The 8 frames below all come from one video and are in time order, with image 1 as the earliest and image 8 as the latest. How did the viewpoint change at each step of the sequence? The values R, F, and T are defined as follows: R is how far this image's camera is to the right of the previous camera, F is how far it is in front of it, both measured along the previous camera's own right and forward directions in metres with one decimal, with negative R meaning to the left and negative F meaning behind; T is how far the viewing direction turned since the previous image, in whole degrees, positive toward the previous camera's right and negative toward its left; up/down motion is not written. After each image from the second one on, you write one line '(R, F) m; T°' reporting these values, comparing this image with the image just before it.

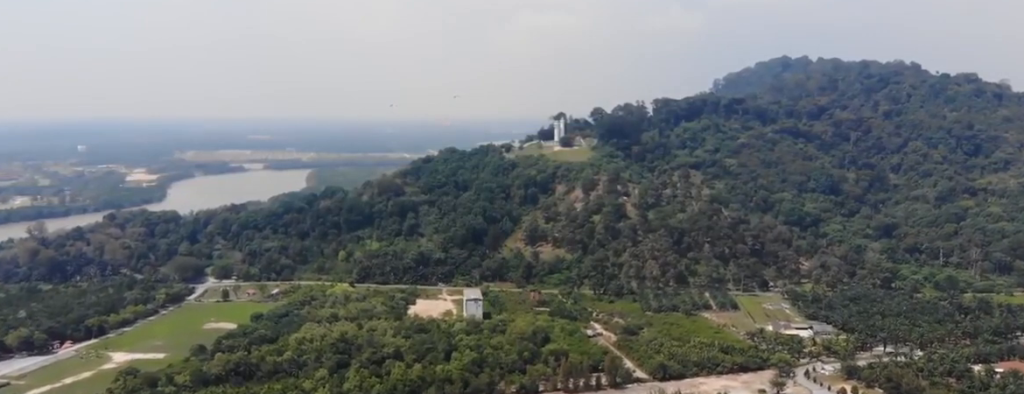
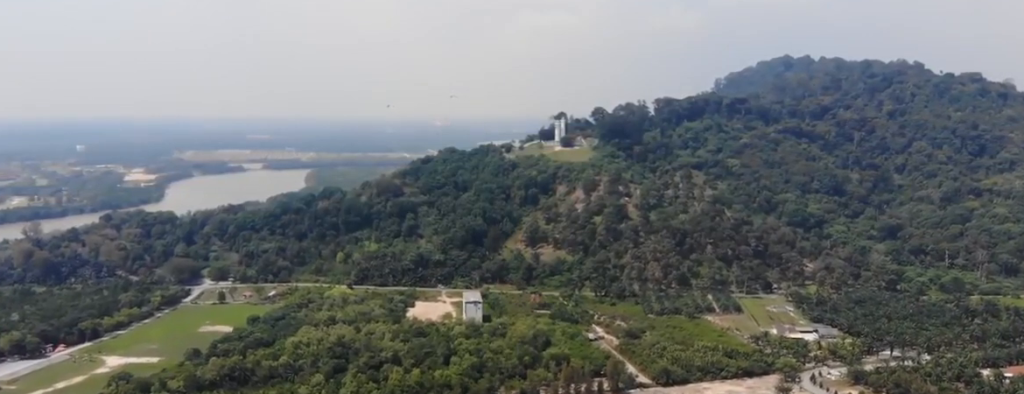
(-0.1, +9.7) m; 0°
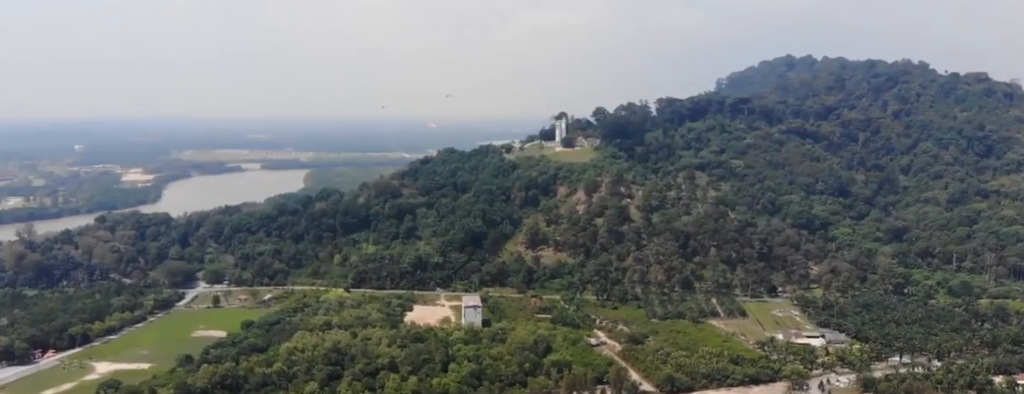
(0.0, +13.6) m; 0°
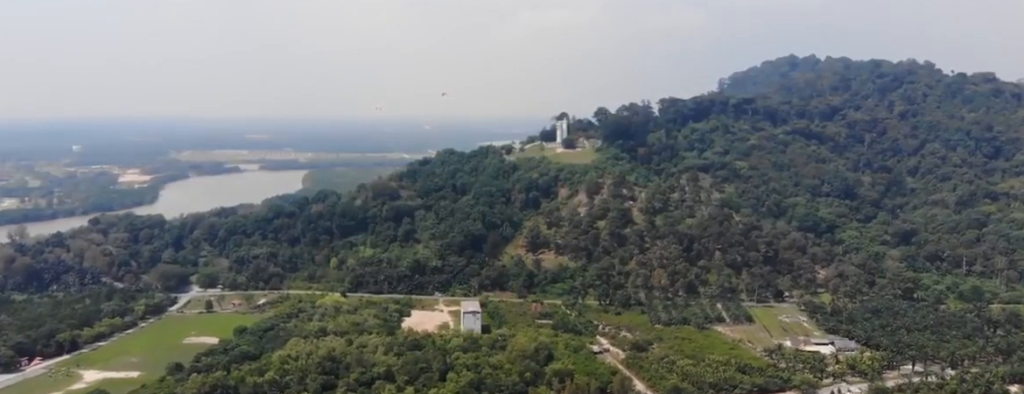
(0.0, +16.4) m; 0°
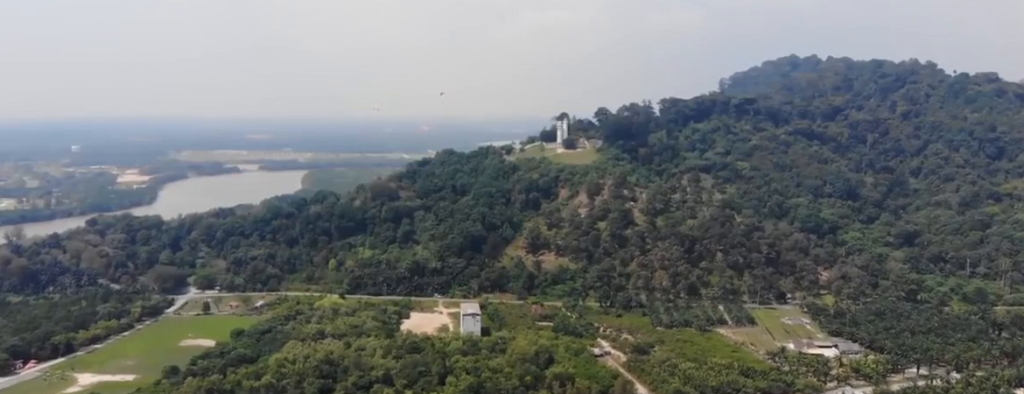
(0.0, +6.3) m; 0°
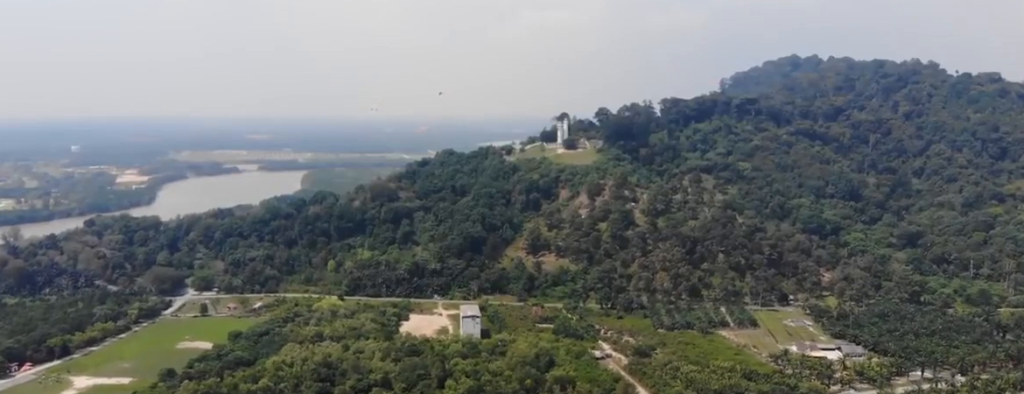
(0.0, +5.5) m; 0°
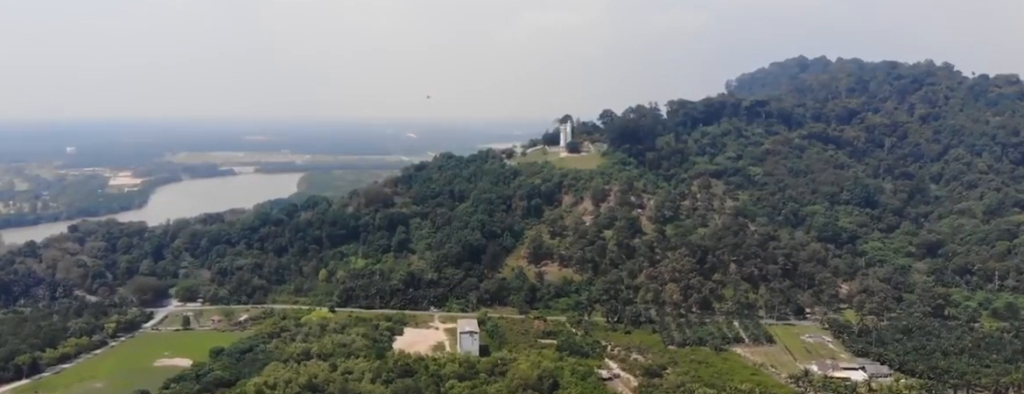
(0.0, +37.5) m; 0°
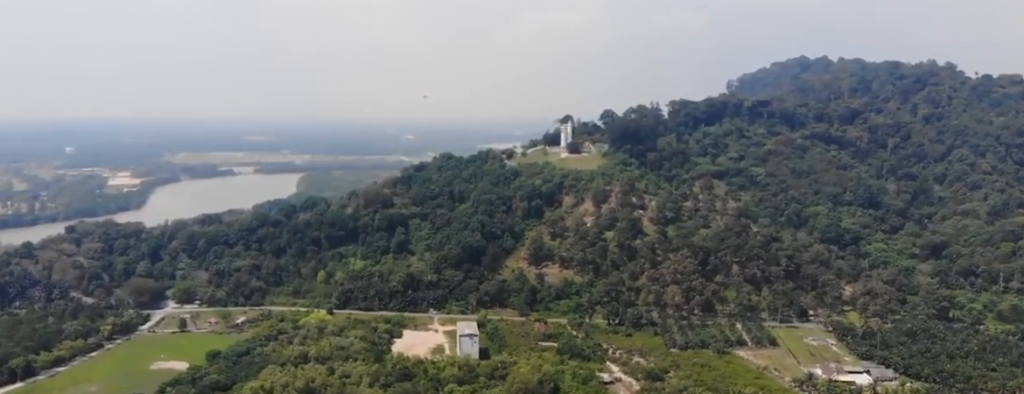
(0.0, +6.8) m; 0°
